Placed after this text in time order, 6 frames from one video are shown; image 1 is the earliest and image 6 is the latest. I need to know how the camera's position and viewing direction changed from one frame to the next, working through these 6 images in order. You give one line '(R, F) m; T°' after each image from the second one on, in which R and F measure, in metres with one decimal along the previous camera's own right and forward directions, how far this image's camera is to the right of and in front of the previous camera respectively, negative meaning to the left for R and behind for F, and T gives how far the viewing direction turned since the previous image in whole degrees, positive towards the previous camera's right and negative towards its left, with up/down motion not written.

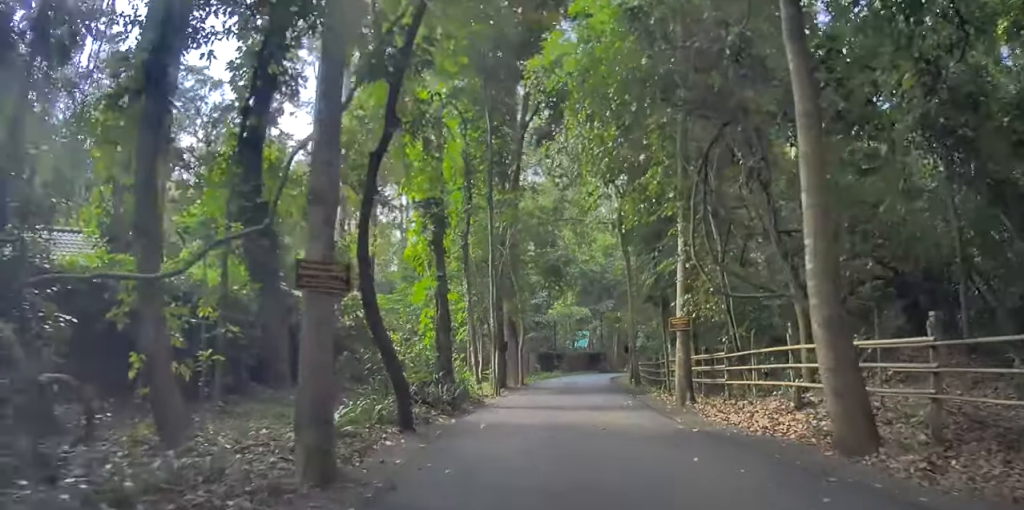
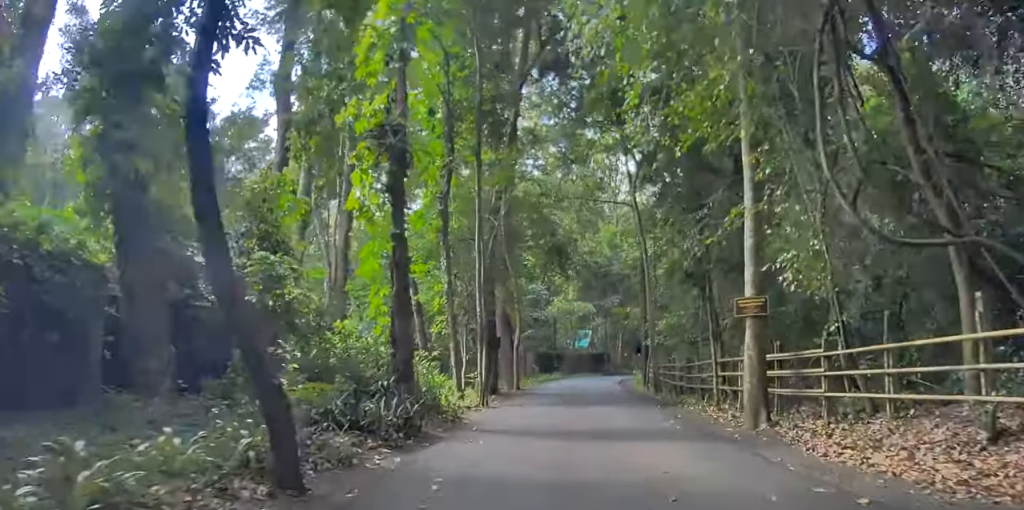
(+0.1, +4.7) m; -4°
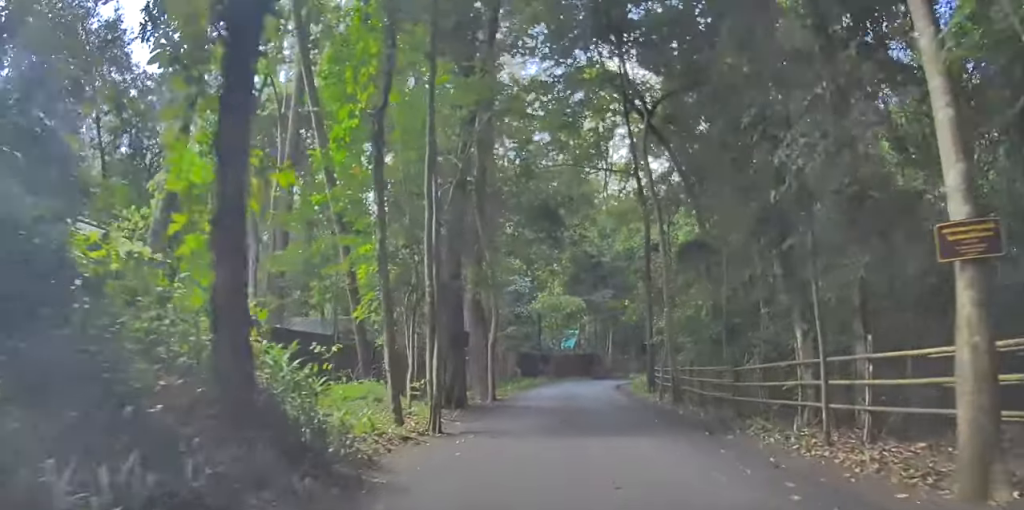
(-0.5, +5.1) m; -4°
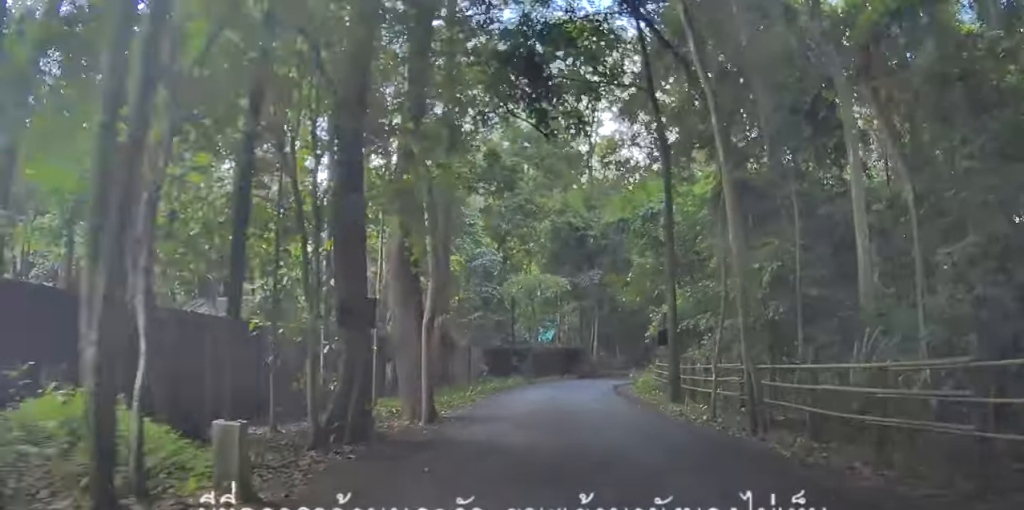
(+0.5, +6.2) m; +12°
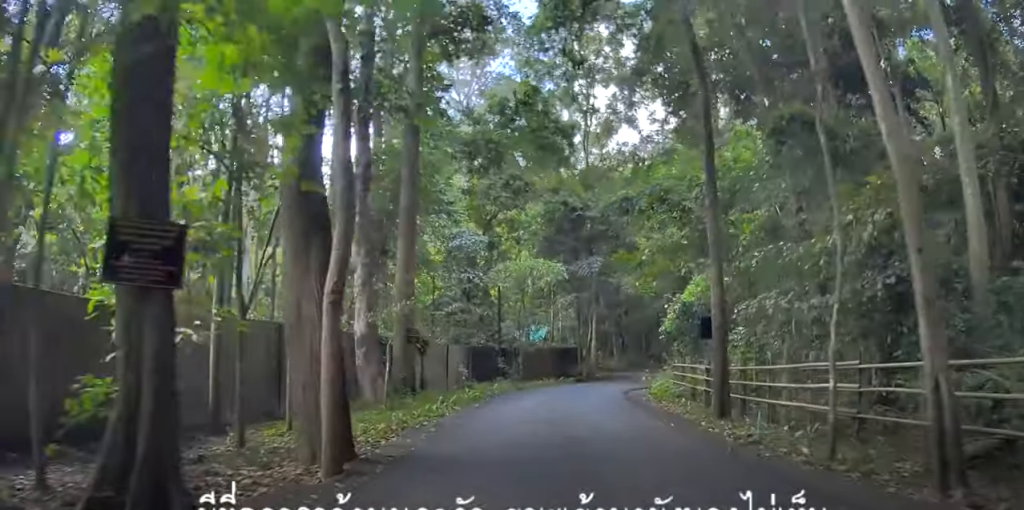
(+0.3, +3.6) m; +8°
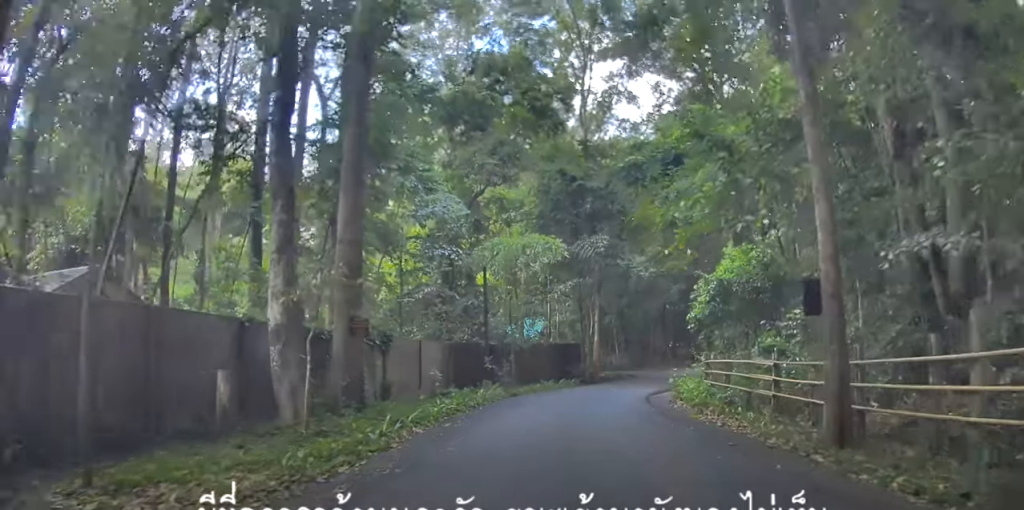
(+0.3, +3.7) m; +4°
